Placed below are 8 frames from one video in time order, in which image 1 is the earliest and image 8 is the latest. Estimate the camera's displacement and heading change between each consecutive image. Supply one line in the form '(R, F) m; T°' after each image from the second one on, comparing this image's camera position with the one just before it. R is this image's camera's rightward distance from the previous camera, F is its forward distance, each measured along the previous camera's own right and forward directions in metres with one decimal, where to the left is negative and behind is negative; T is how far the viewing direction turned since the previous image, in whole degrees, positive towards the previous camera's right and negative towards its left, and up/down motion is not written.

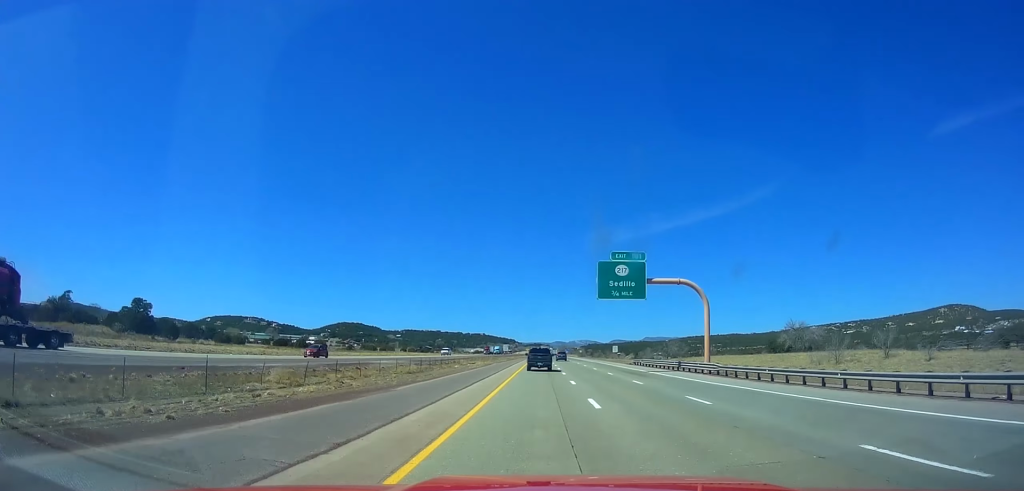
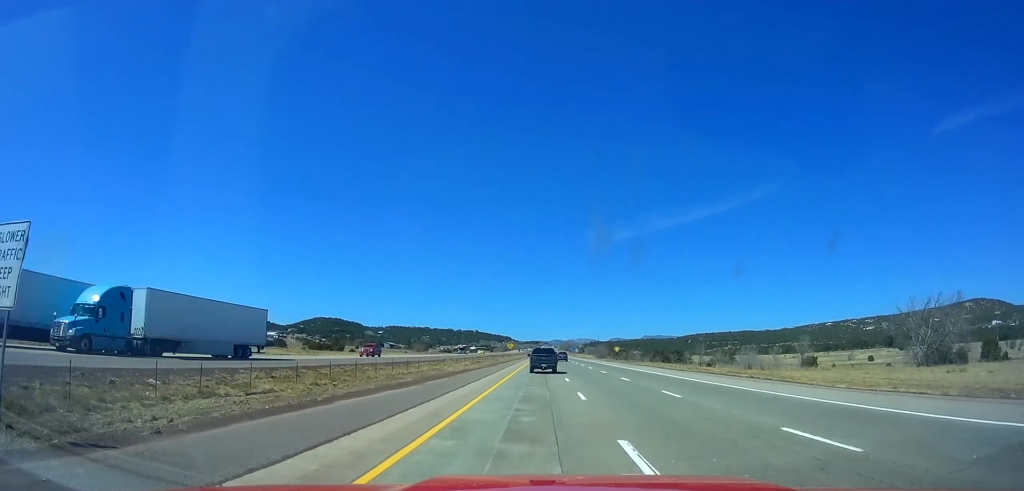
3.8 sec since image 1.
(-0.1, +128.7) m; 0°
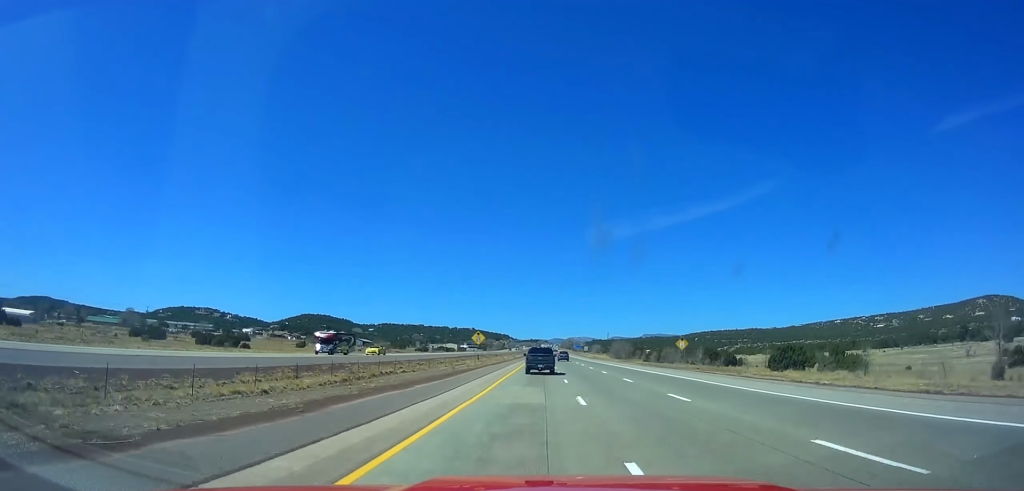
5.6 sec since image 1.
(0.0, +61.4) m; 0°
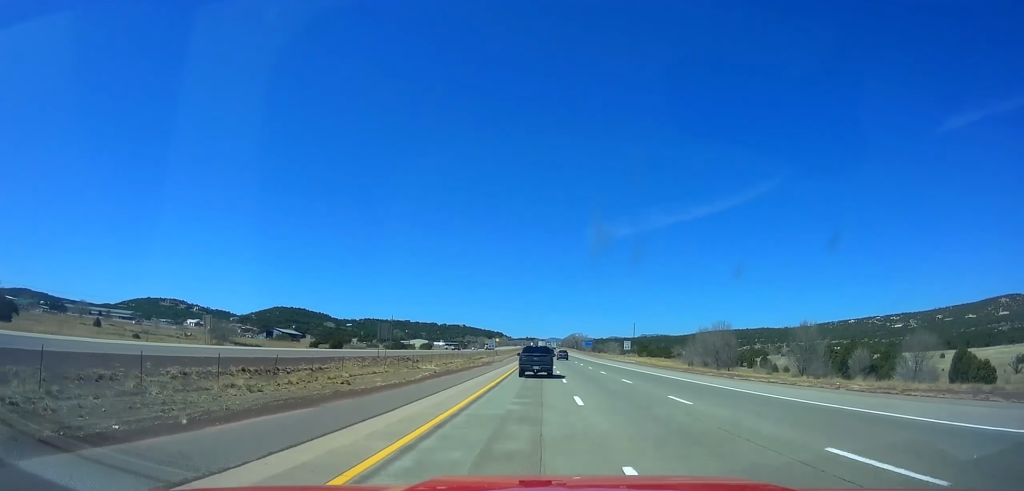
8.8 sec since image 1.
(0.0, +109.1) m; +1°
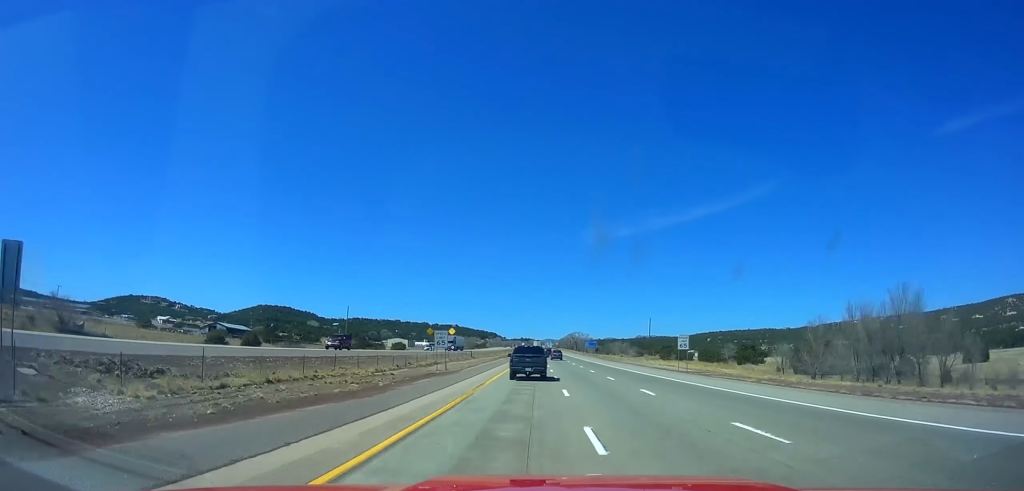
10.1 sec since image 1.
(0.0, +44.1) m; 0°
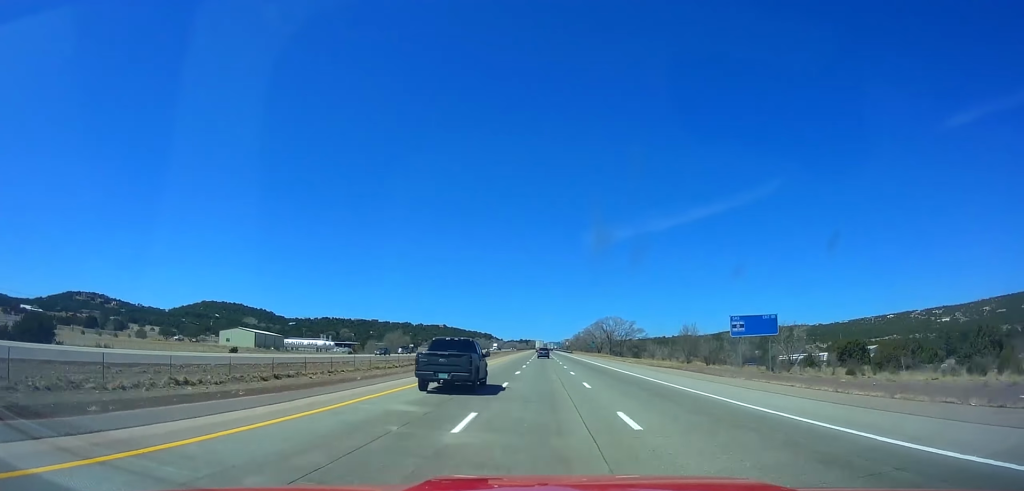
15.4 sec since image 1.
(+0.5, +178.4) m; 0°
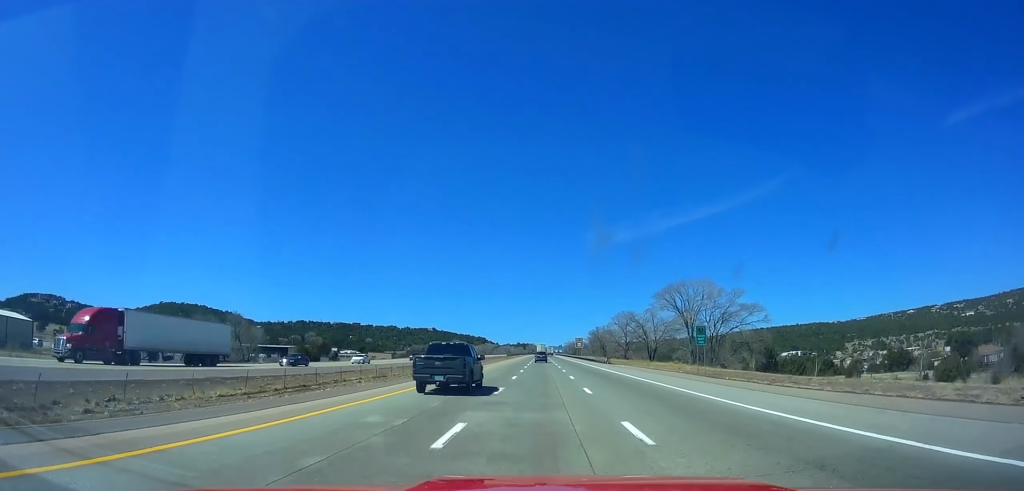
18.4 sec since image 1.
(+0.6, +99.6) m; 0°
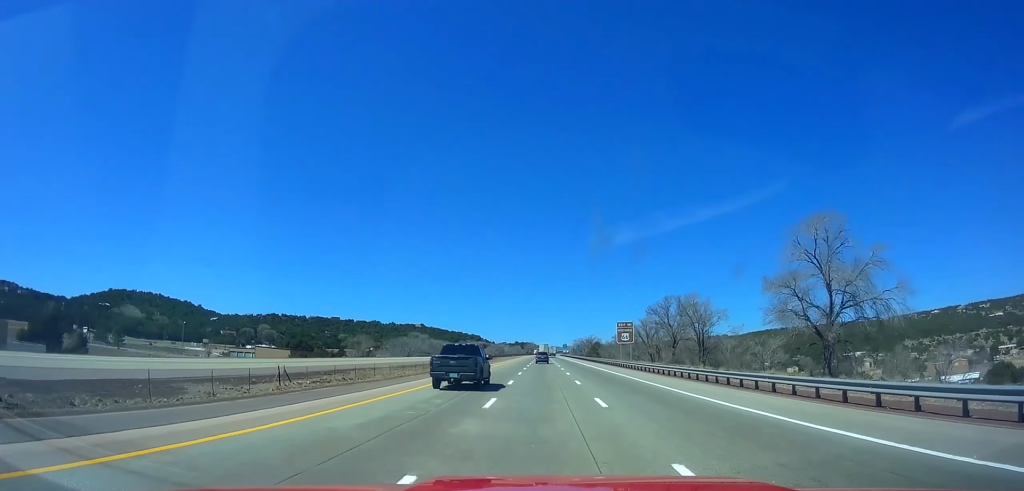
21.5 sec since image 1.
(-0.7, +102.4) m; 0°
